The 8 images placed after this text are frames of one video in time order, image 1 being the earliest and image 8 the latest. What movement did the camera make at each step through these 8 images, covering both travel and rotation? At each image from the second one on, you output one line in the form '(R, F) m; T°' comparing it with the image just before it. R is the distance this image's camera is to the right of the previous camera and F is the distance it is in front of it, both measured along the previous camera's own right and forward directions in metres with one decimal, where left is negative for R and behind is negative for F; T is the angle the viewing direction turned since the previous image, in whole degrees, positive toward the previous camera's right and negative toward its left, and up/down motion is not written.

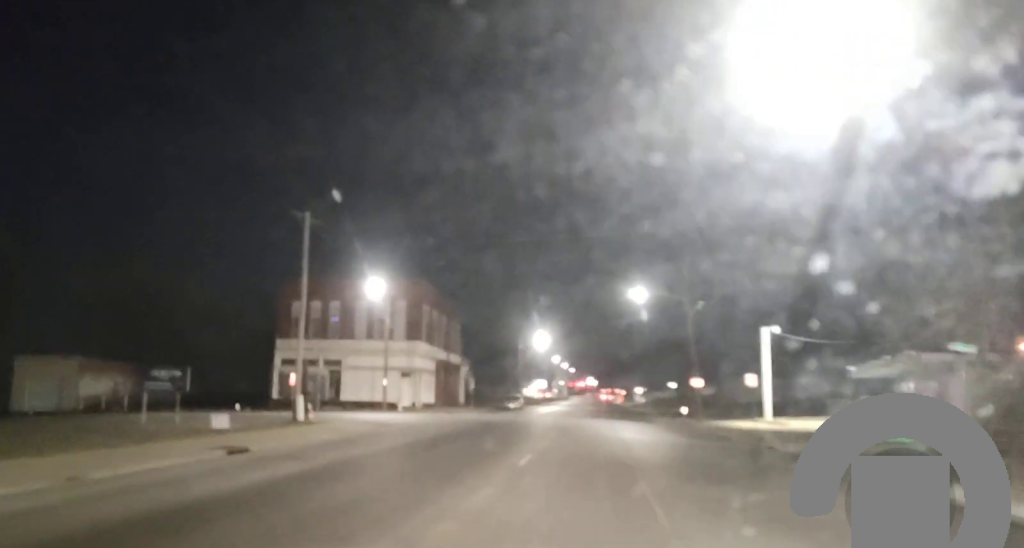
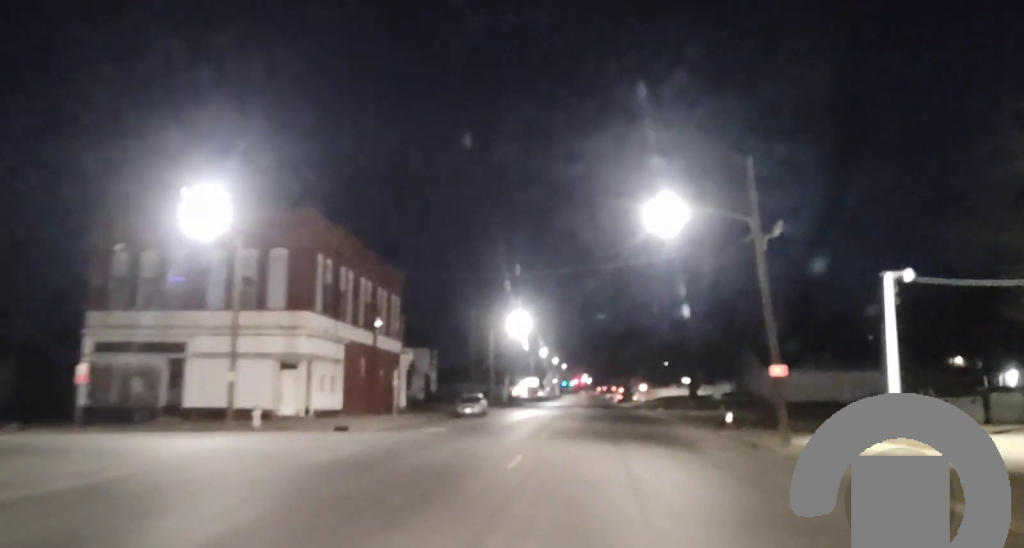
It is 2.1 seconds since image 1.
(-0.5, +25.6) m; -1°
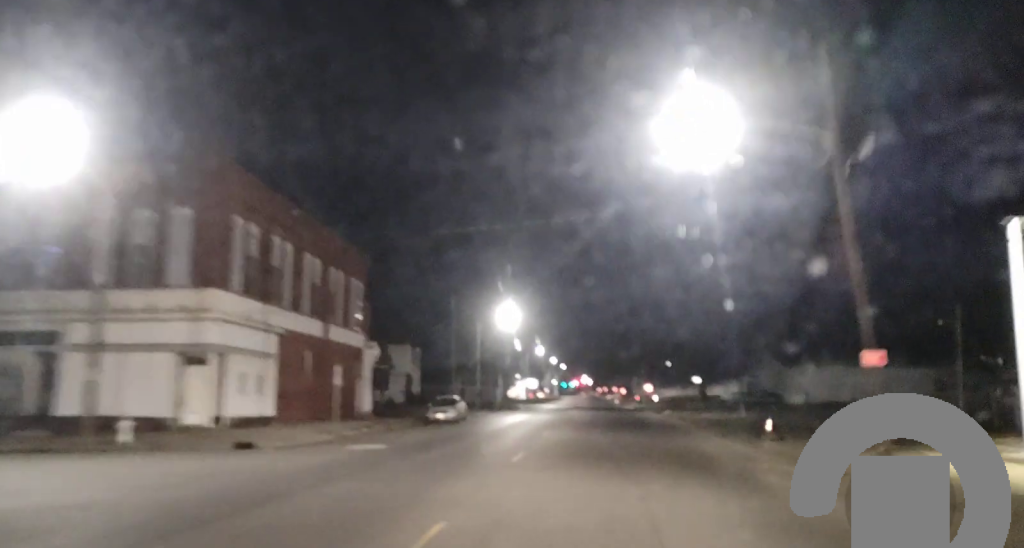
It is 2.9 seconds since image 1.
(0.0, +10.1) m; 0°
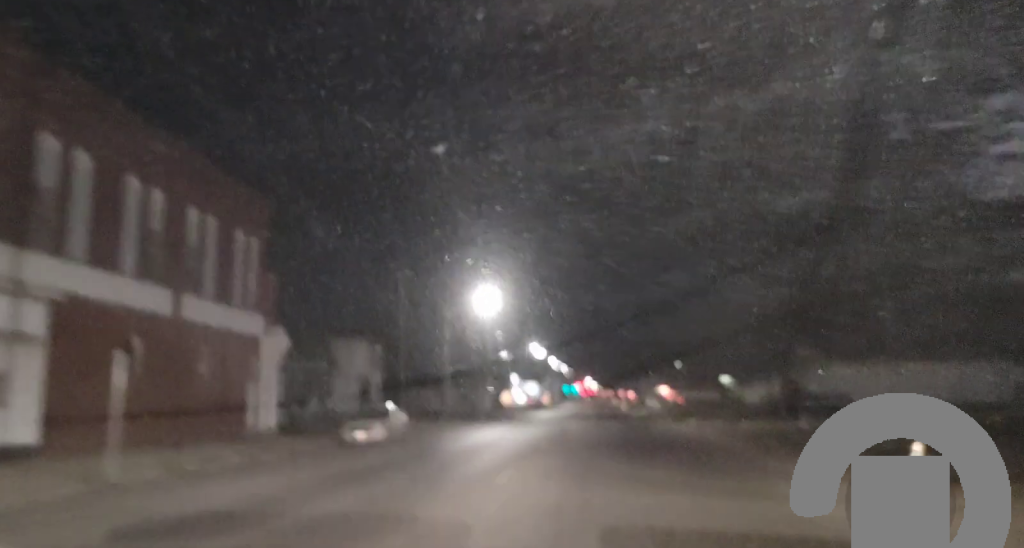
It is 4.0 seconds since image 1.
(+0.1, +14.8) m; +1°
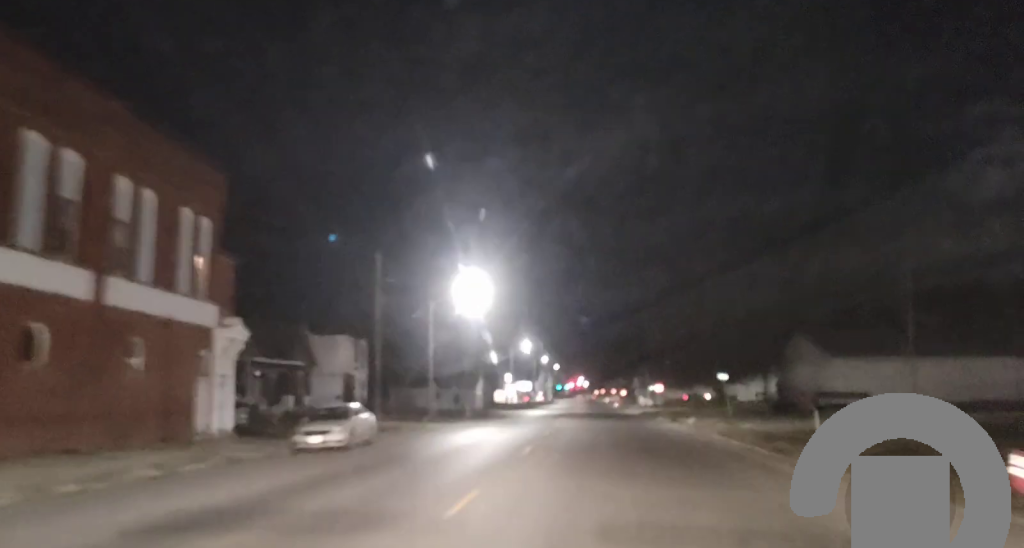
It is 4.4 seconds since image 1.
(0.0, +5.3) m; 0°
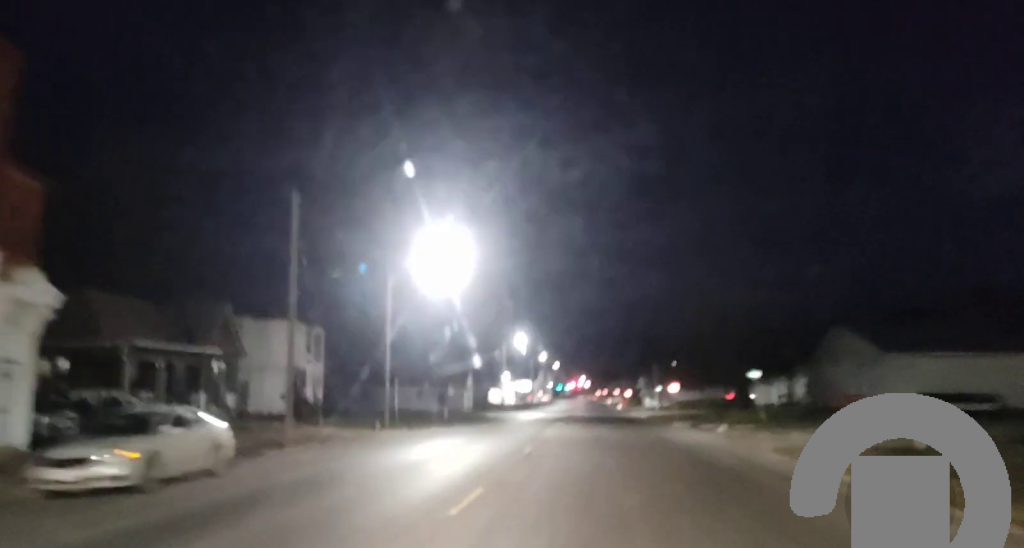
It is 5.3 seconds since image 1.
(+0.1, +12.3) m; 0°
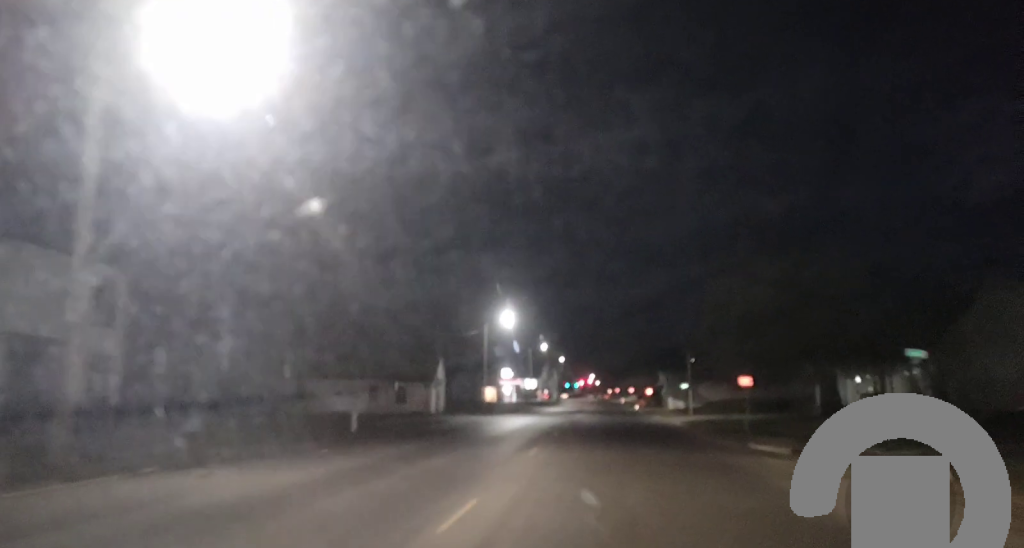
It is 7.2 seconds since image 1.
(-0.4, +26.2) m; -2°
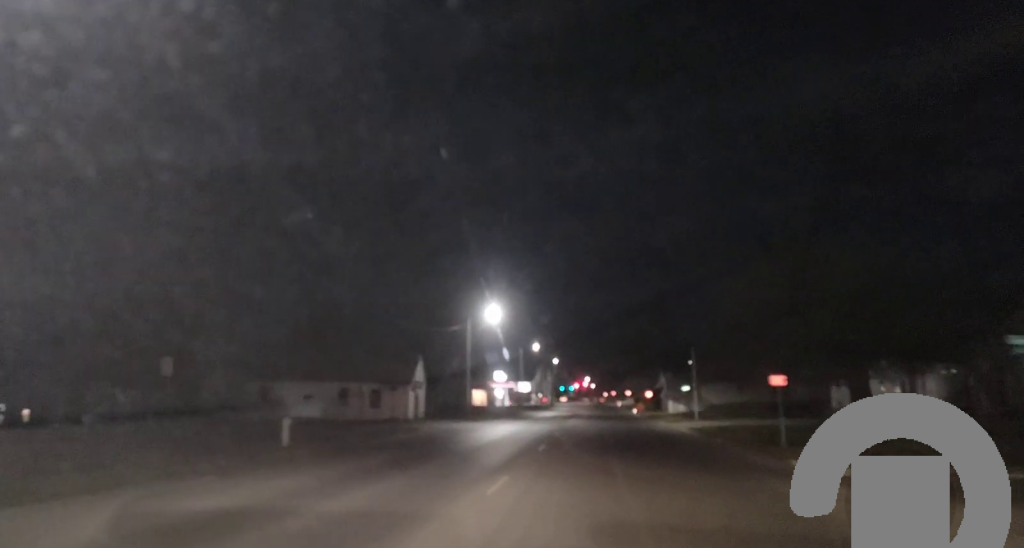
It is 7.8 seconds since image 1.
(+0.1, +8.1) m; 0°
